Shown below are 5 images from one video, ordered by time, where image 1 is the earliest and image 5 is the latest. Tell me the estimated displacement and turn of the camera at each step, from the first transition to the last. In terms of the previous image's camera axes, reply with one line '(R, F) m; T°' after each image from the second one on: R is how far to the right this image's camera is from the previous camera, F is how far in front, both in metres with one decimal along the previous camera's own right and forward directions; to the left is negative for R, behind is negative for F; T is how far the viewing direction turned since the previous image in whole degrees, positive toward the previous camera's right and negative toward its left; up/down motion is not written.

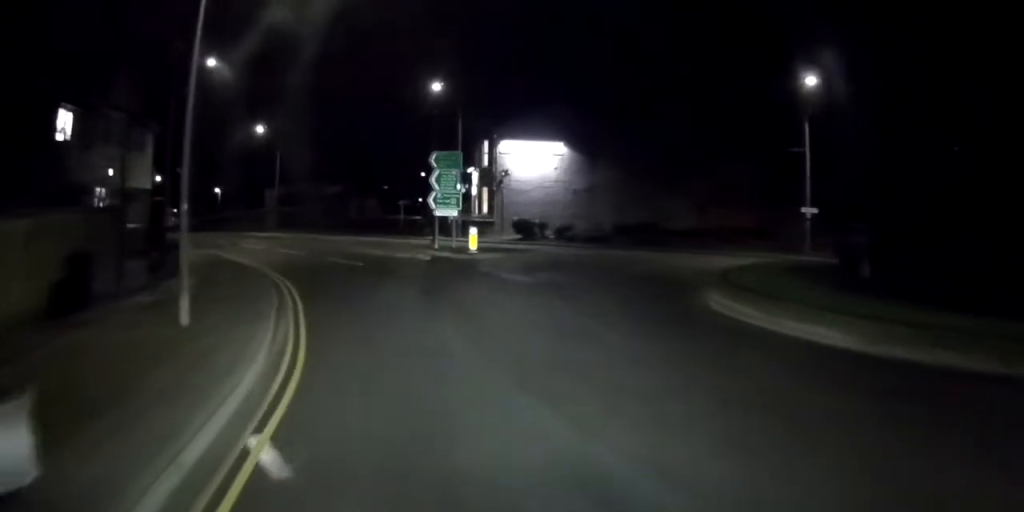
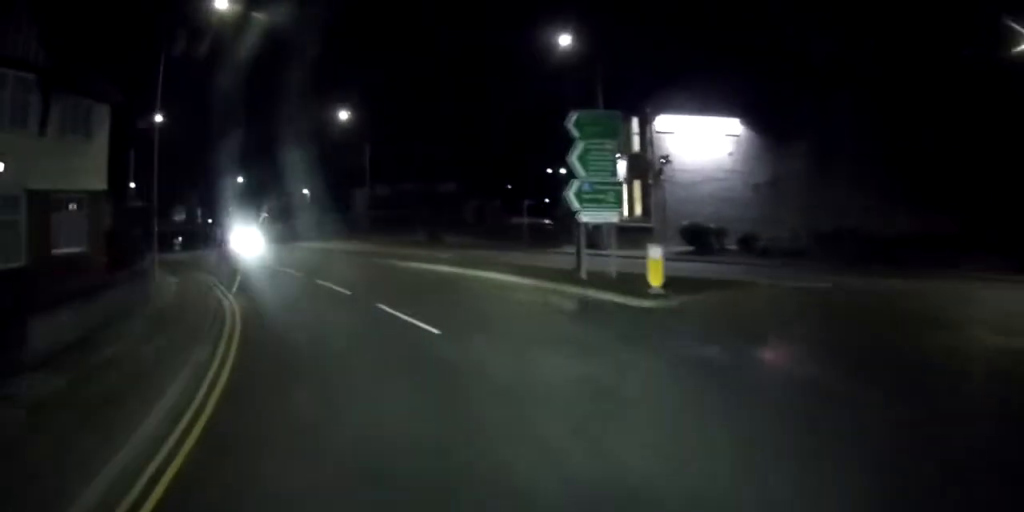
(-0.9, +13.5) m; -12°
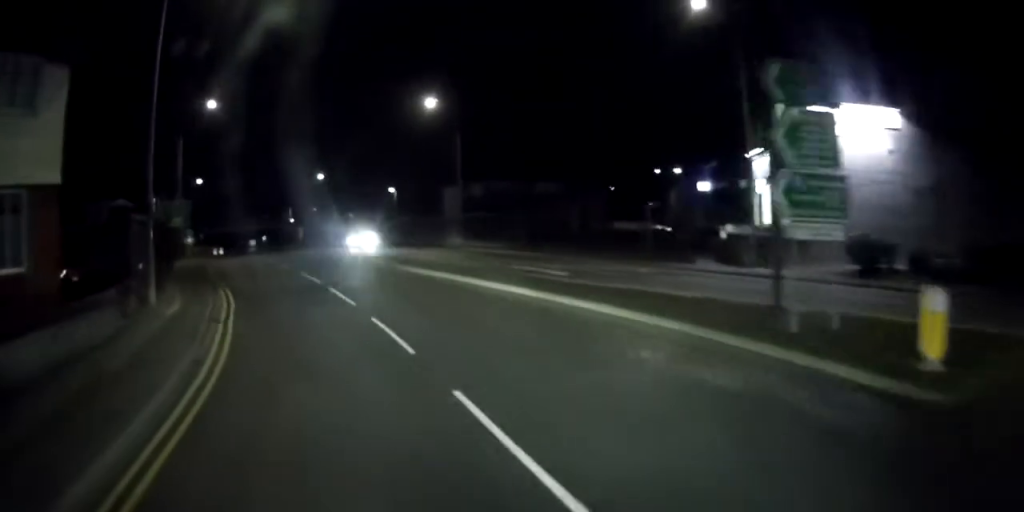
(-0.7, +7.3) m; -8°
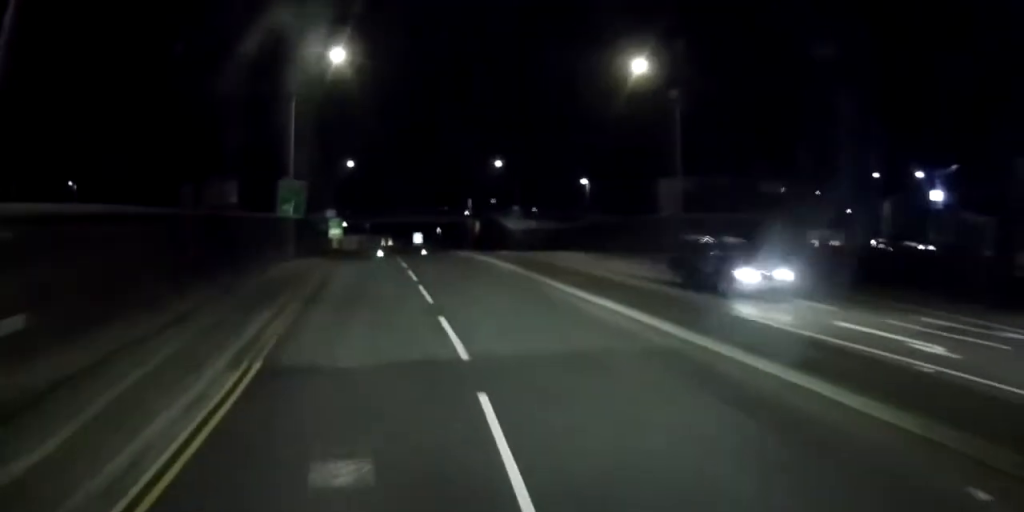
(-1.6, +12.7) m; -13°
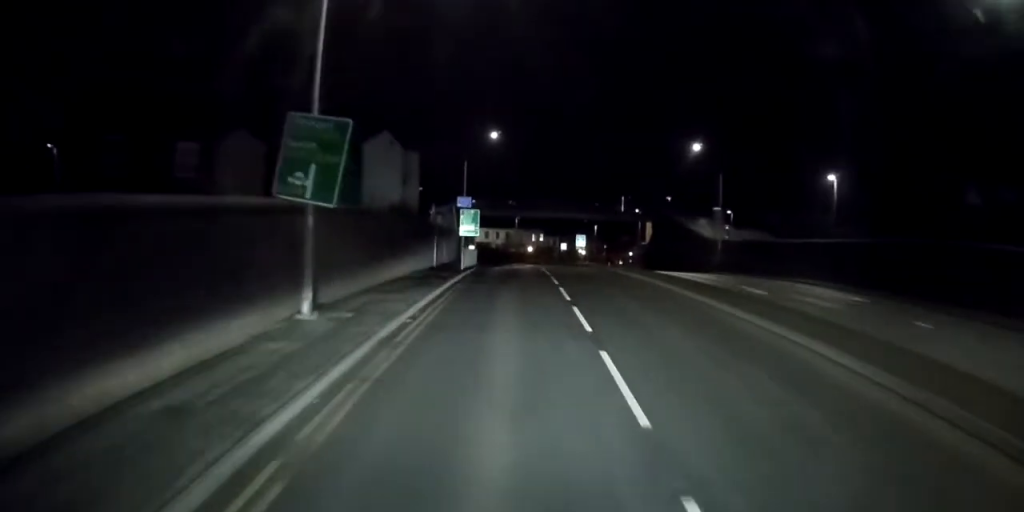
(+0.5, +20.9) m; +4°
